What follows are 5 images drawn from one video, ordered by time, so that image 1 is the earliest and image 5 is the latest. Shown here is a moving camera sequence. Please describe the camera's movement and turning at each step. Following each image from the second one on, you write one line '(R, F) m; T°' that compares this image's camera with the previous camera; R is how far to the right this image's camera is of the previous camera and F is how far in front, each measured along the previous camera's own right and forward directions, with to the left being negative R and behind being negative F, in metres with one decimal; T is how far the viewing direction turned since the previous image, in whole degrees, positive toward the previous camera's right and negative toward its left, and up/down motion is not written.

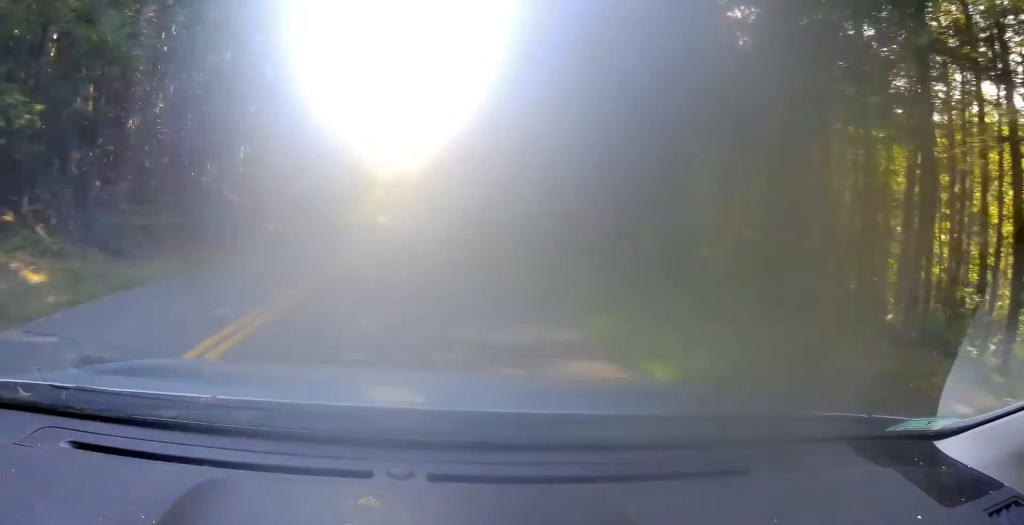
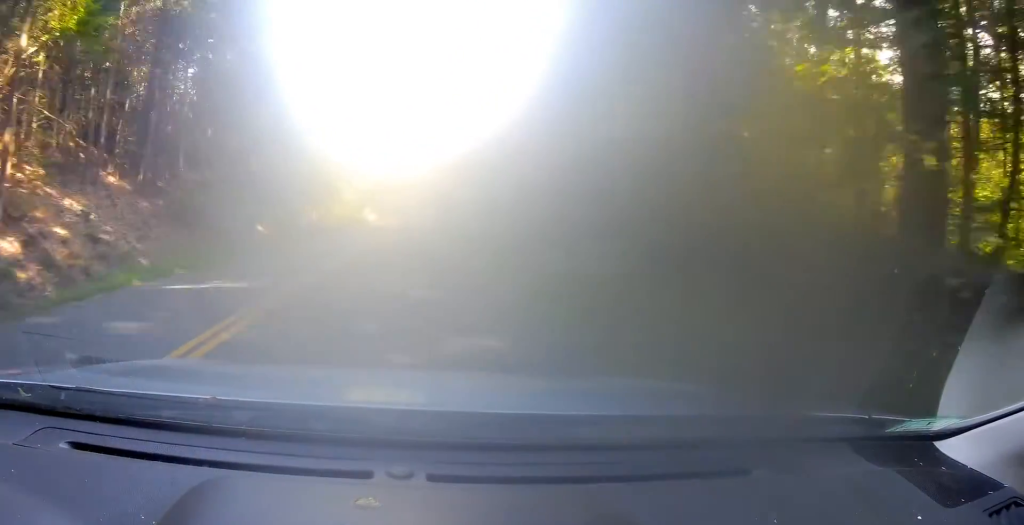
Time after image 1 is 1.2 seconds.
(-0.3, +23.2) m; 0°
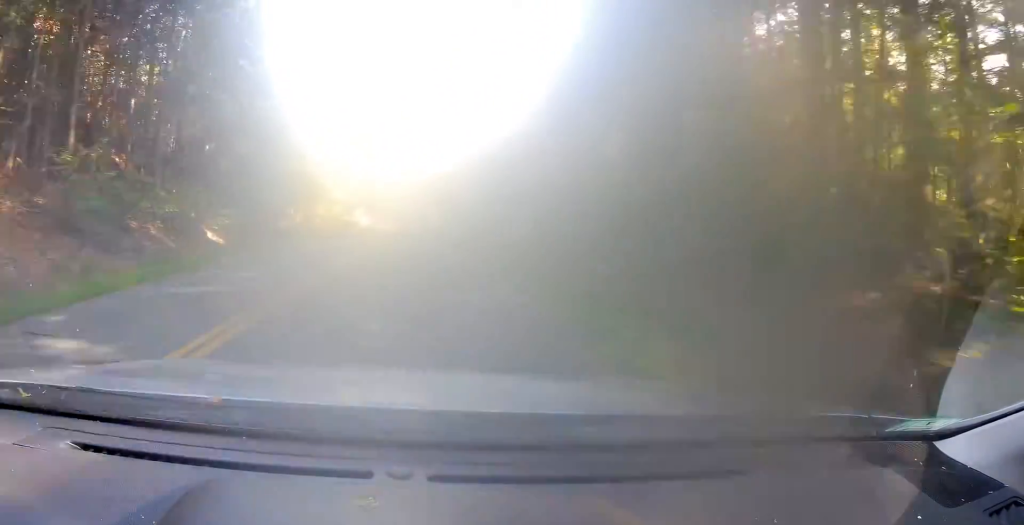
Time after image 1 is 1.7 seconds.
(+0.2, +8.8) m; 0°
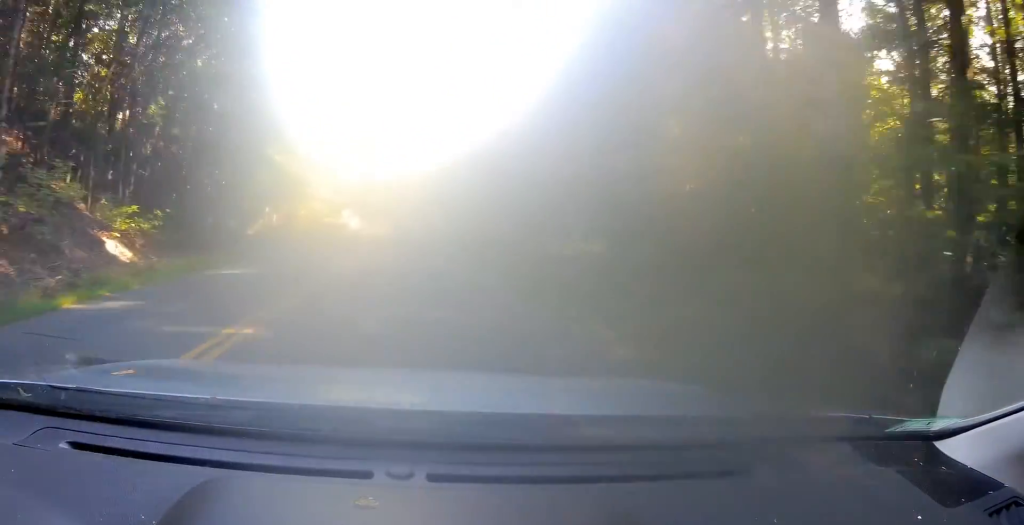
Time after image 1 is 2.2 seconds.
(0.0, +9.3) m; 0°
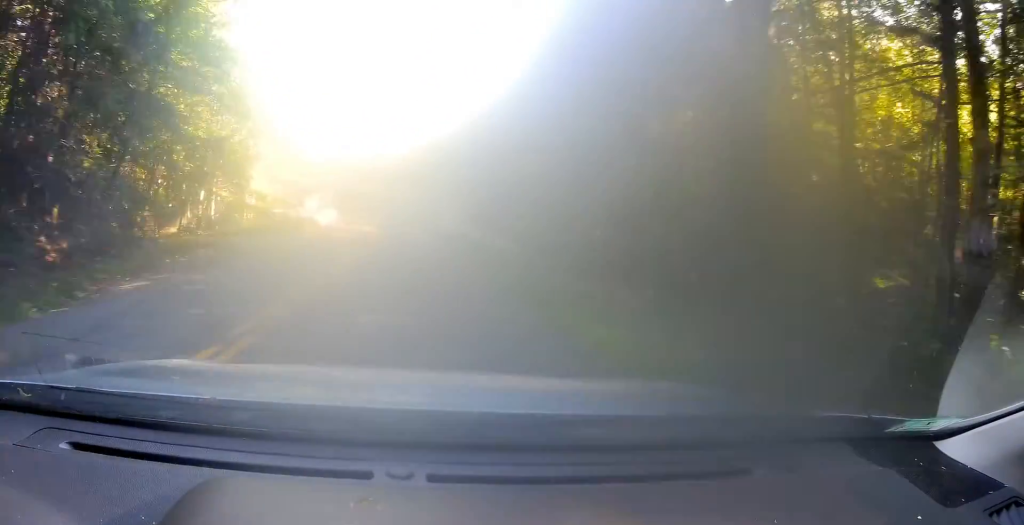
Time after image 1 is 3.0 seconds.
(-0.4, +14.6) m; 0°
